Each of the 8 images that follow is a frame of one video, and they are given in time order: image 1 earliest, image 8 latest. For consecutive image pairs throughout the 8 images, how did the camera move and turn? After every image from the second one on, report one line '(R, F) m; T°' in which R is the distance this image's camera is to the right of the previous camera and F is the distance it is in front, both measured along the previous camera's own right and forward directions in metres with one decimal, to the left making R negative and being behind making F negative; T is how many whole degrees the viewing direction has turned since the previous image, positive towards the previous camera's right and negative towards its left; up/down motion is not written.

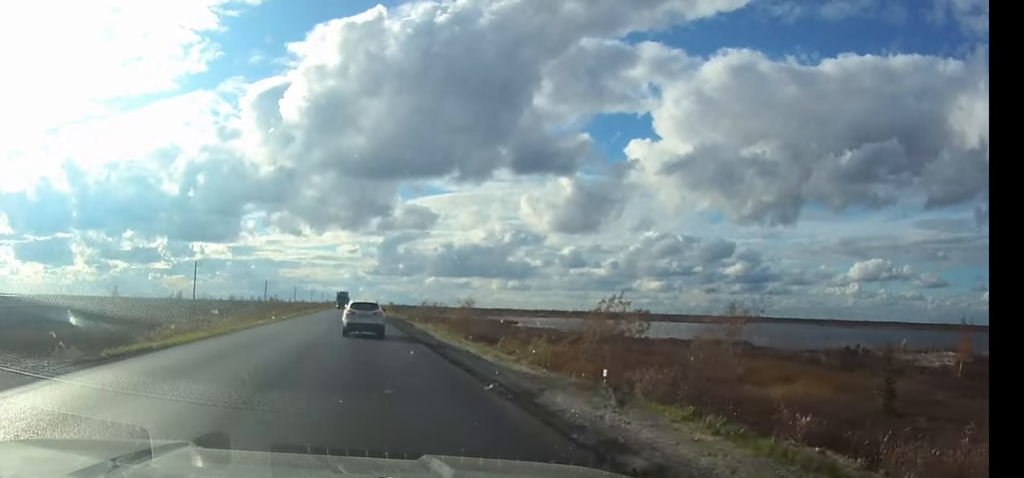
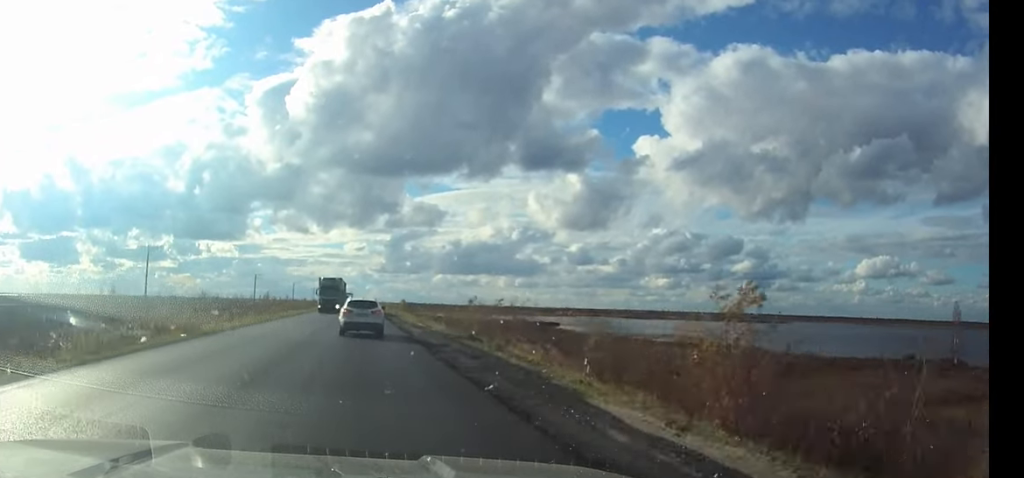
(-0.1, +37.3) m; 0°
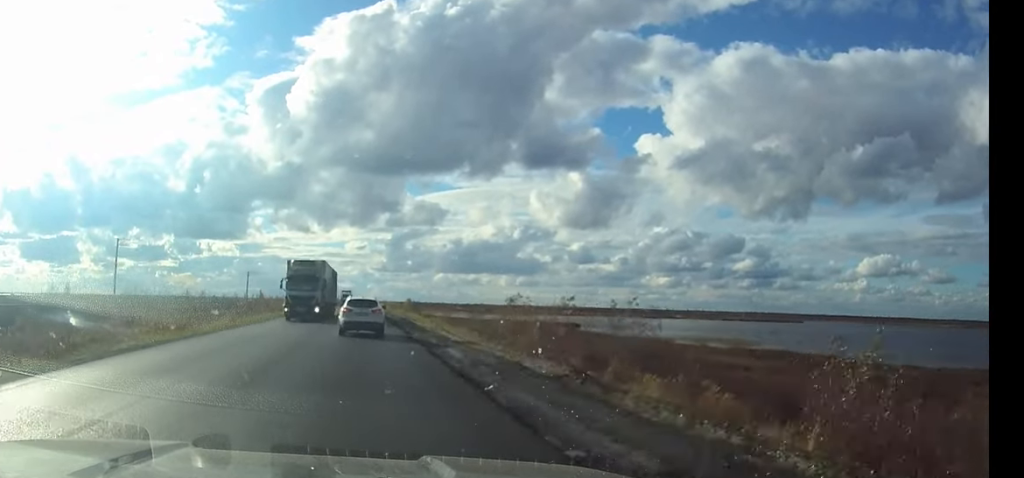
(-0.1, +14.1) m; 0°
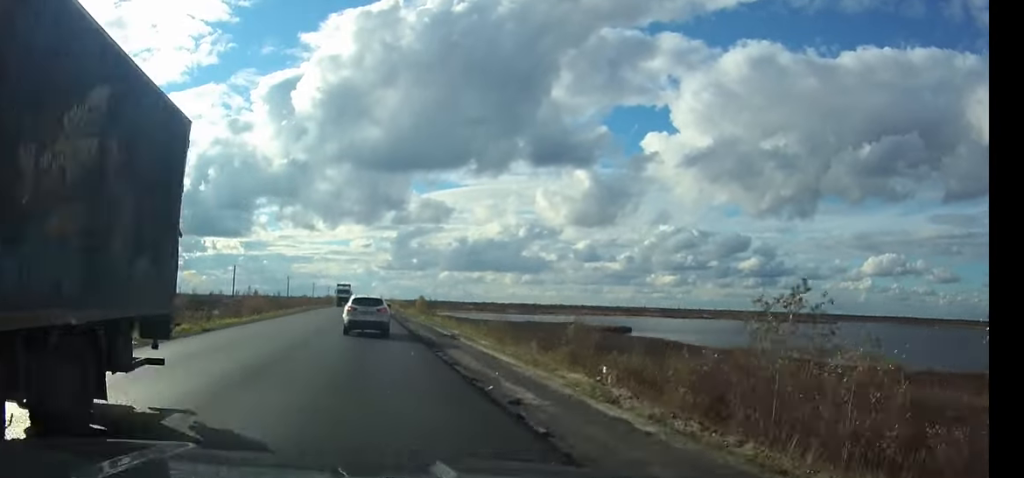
(-0.1, +26.2) m; 0°
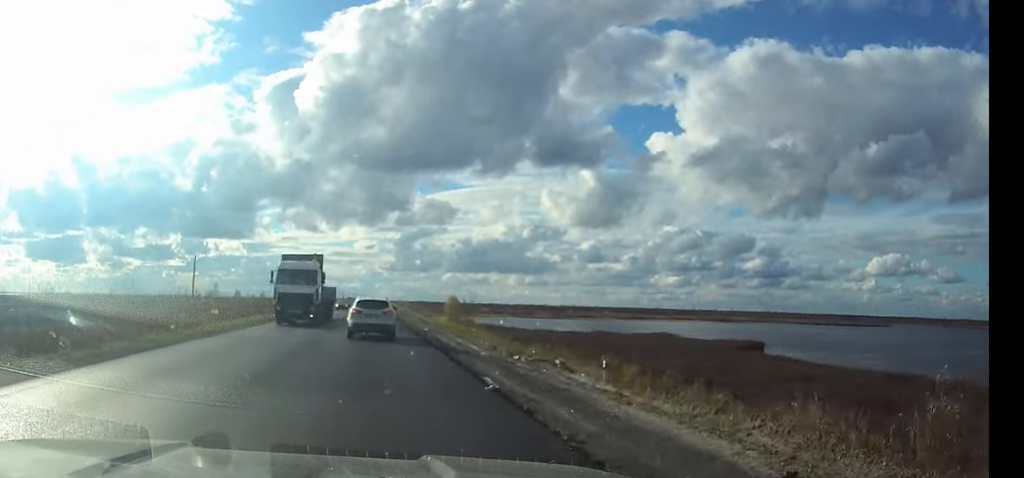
(-0.1, +42.7) m; 0°
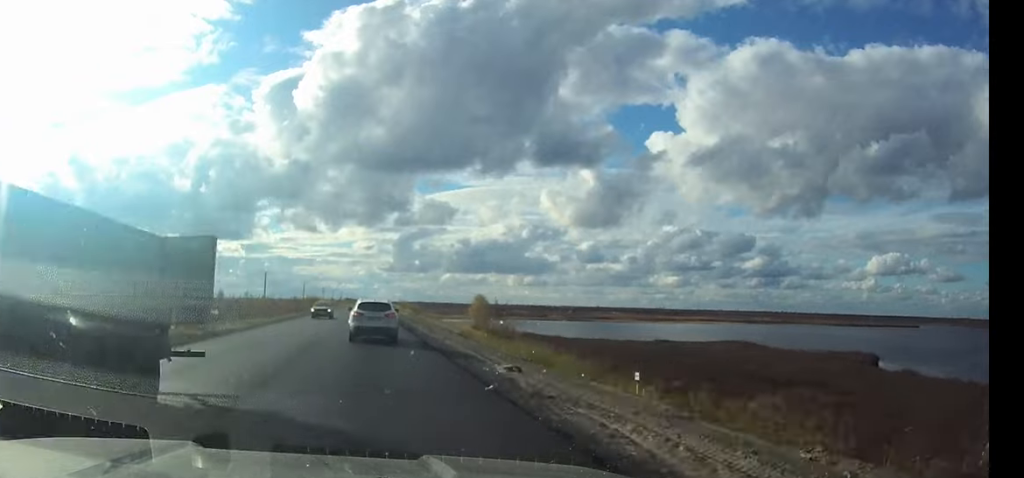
(0.0, +23.2) m; 0°
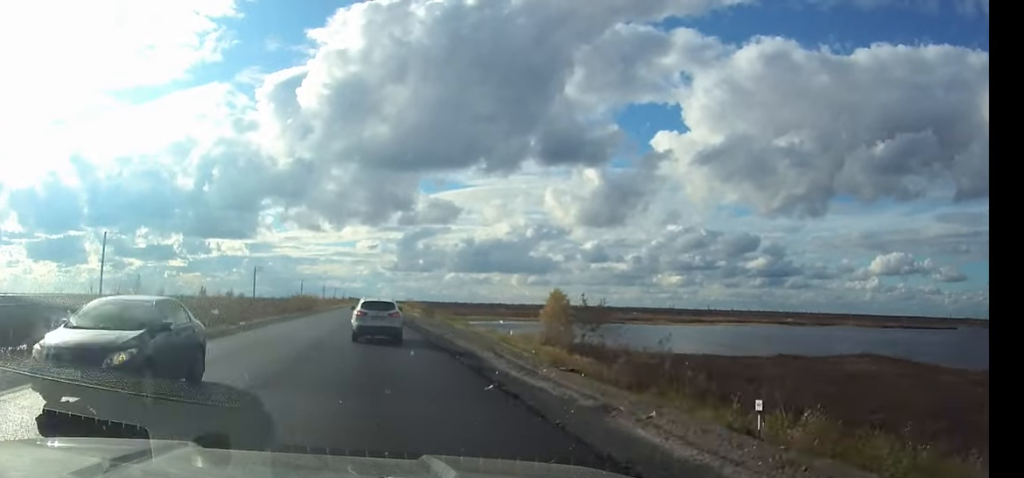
(0.0, +26.5) m; 0°
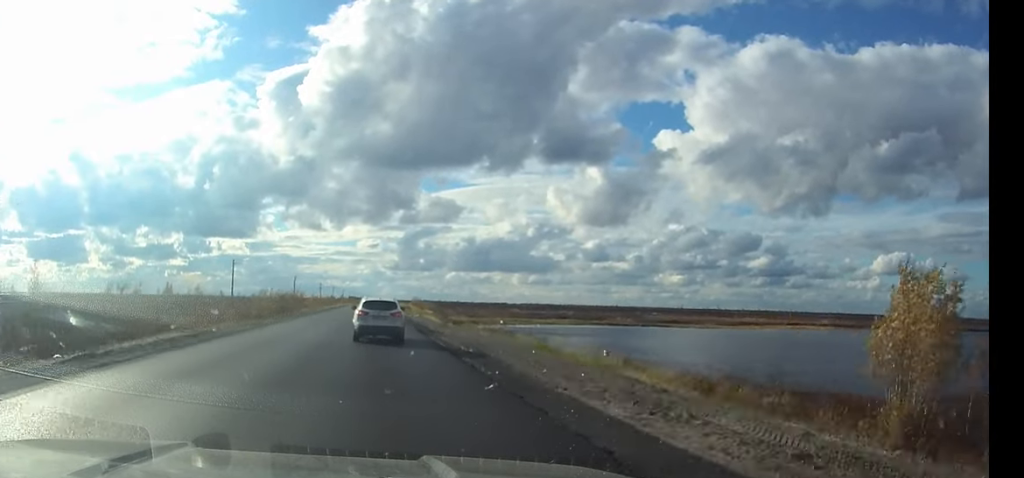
(0.0, +32.1) m; 0°
